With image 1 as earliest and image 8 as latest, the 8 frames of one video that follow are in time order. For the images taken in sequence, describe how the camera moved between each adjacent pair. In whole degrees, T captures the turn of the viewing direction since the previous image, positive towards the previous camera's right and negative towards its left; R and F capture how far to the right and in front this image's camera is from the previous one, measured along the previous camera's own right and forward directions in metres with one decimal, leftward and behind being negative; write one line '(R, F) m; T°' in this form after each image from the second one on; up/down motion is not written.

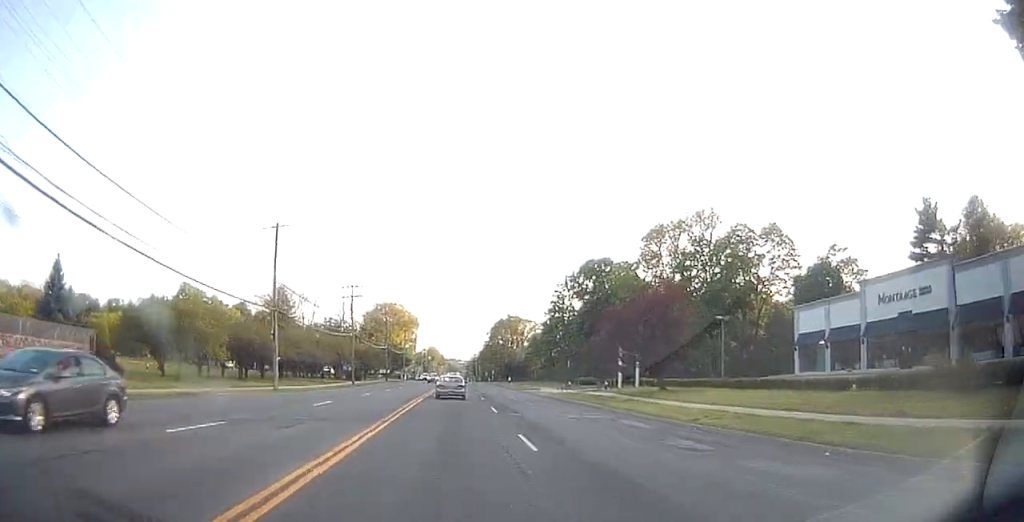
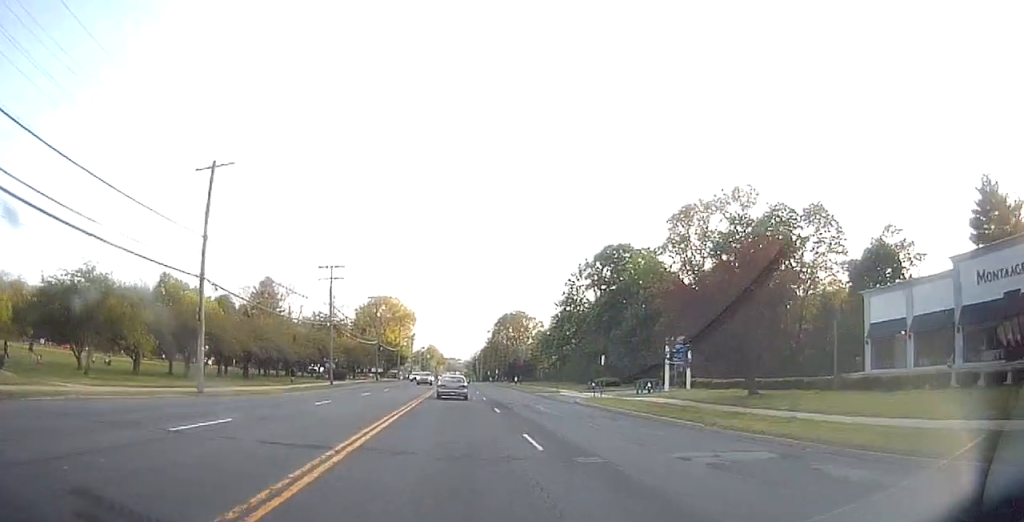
(0.0, +12.5) m; 0°
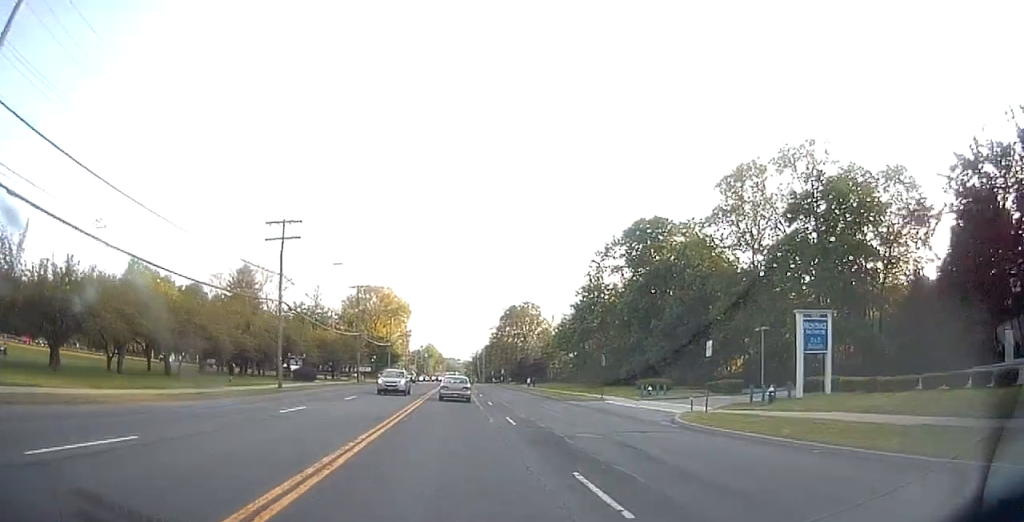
(+0.2, +17.8) m; +1°
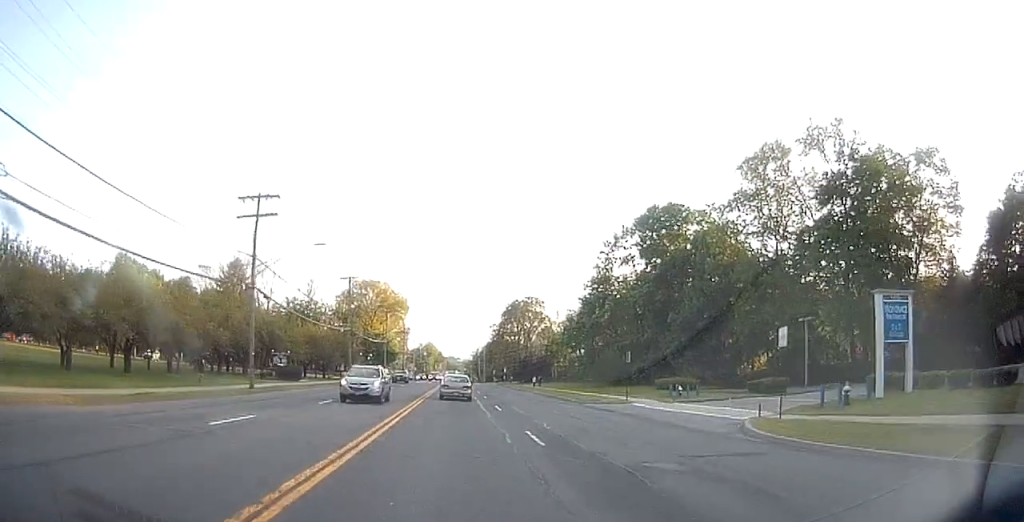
(0.0, +6.0) m; 0°
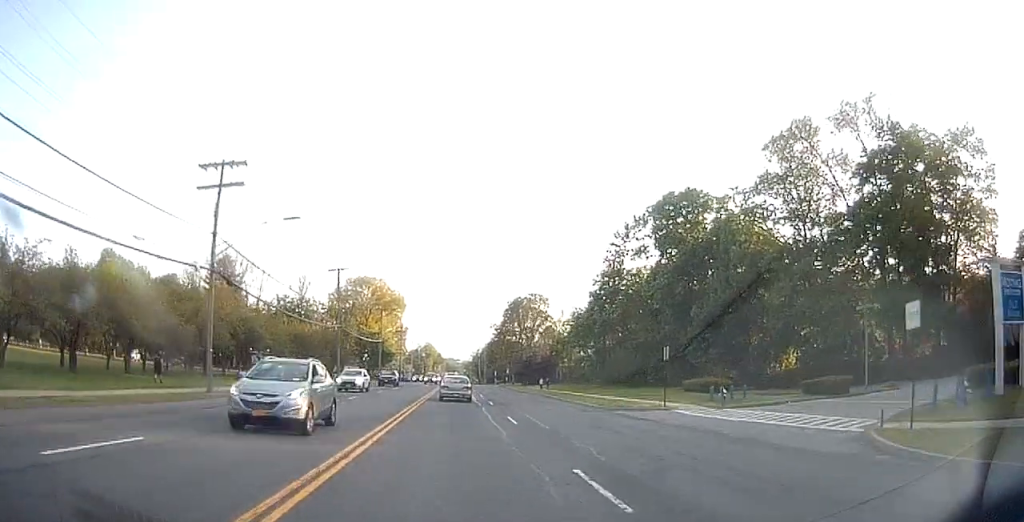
(0.0, +6.5) m; 0°
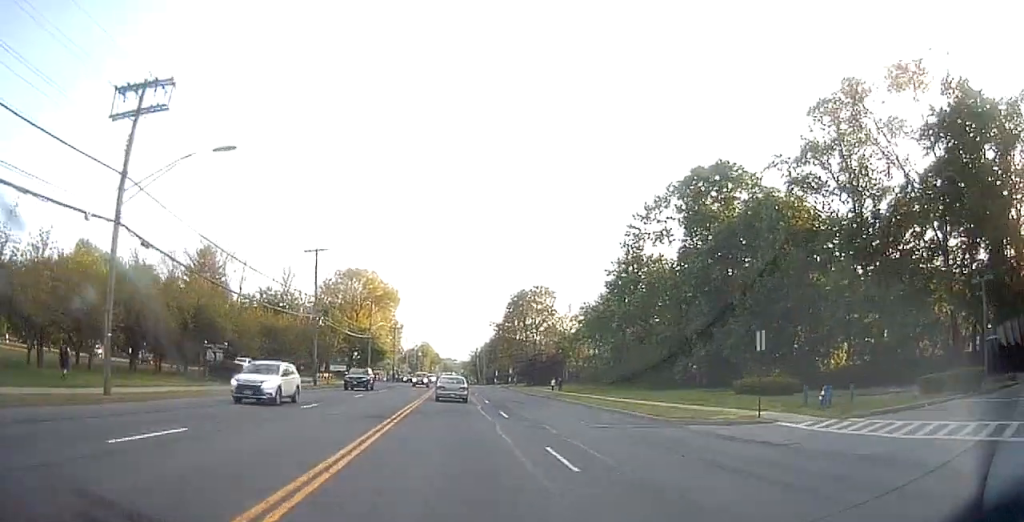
(0.0, +9.6) m; 0°
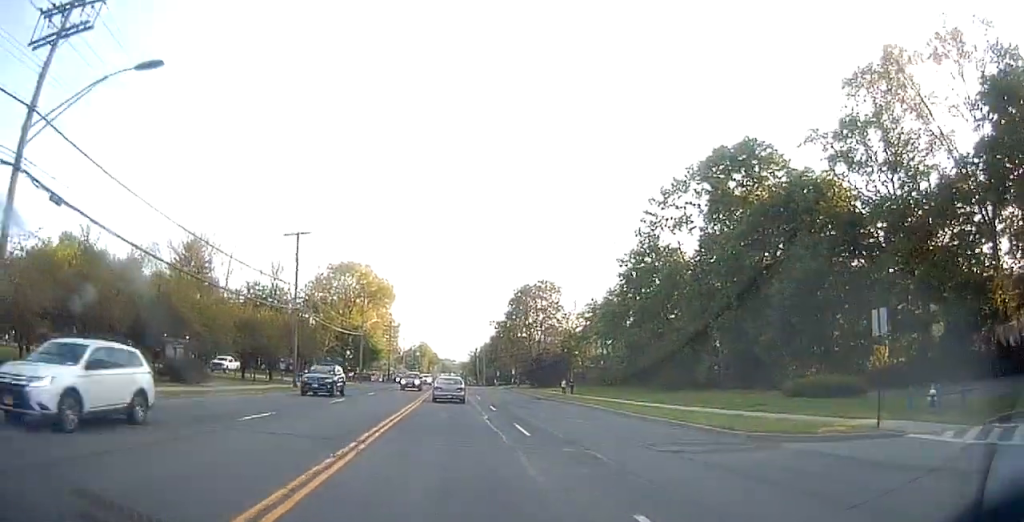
(0.0, +6.4) m; 0°
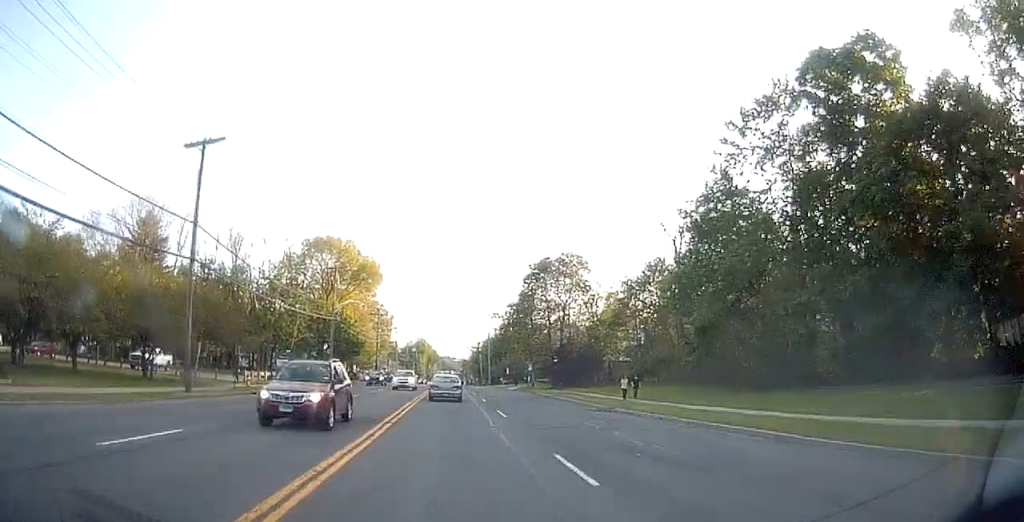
(0.0, +19.2) m; 0°
